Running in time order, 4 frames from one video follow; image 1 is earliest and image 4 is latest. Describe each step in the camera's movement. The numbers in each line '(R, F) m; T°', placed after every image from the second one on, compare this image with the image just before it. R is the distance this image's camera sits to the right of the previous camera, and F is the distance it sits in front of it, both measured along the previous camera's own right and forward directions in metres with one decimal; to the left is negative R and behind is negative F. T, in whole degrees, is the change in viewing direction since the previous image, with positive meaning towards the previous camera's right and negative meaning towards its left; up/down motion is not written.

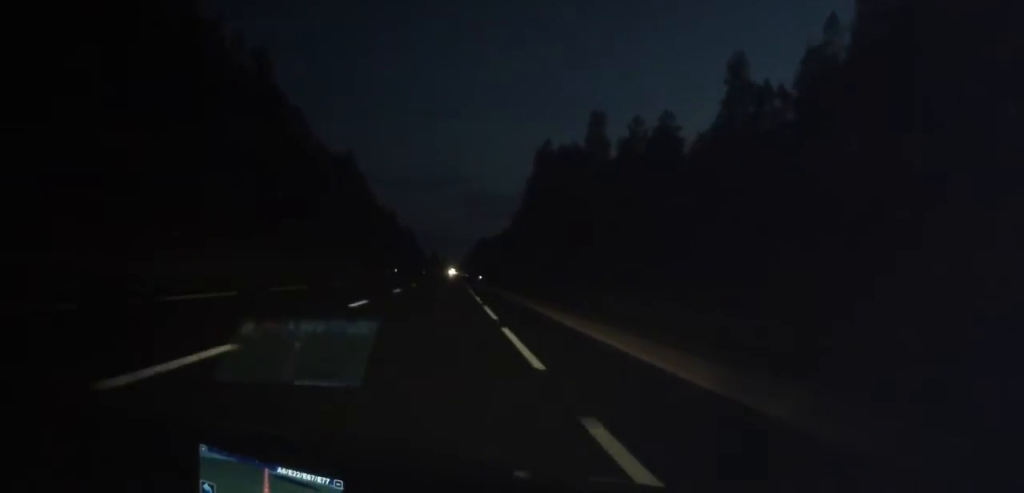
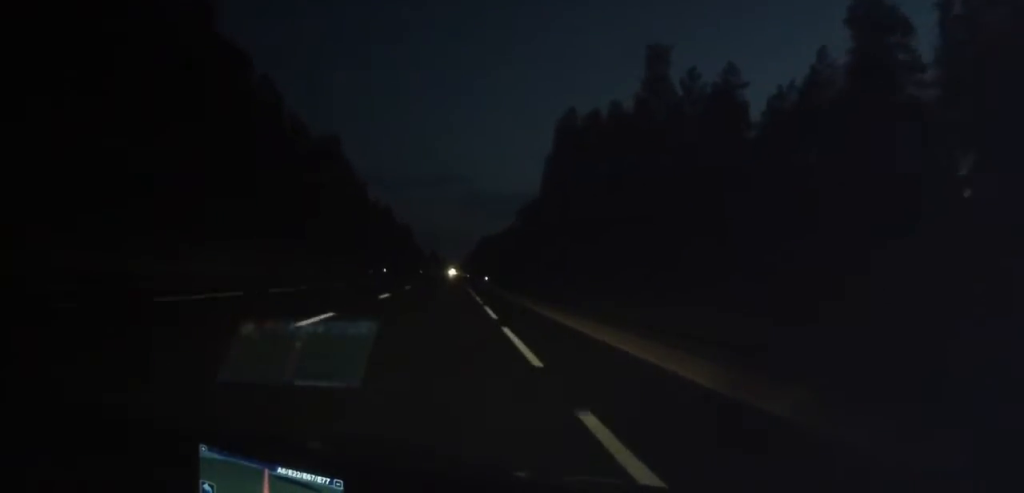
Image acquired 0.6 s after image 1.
(+0.1, +17.4) m; 0°
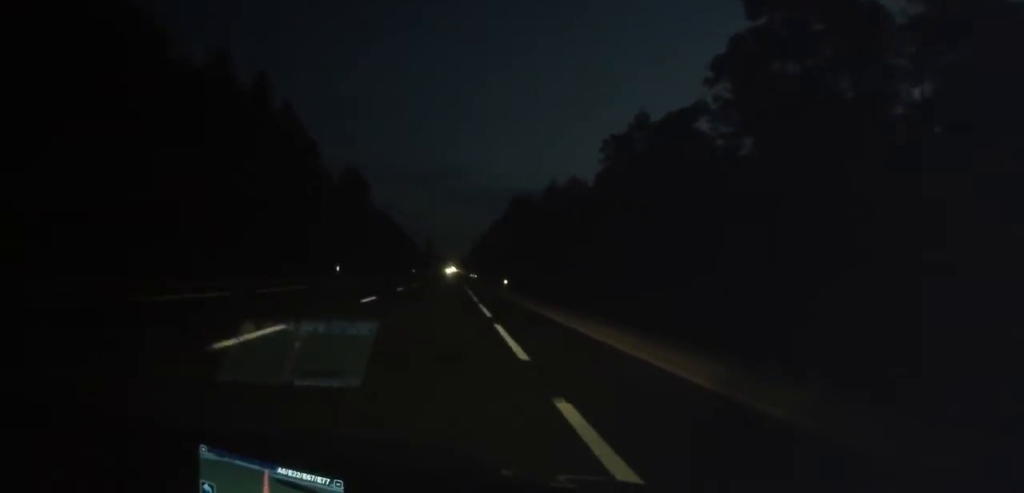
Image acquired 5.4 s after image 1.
(-1.7, +135.0) m; -1°
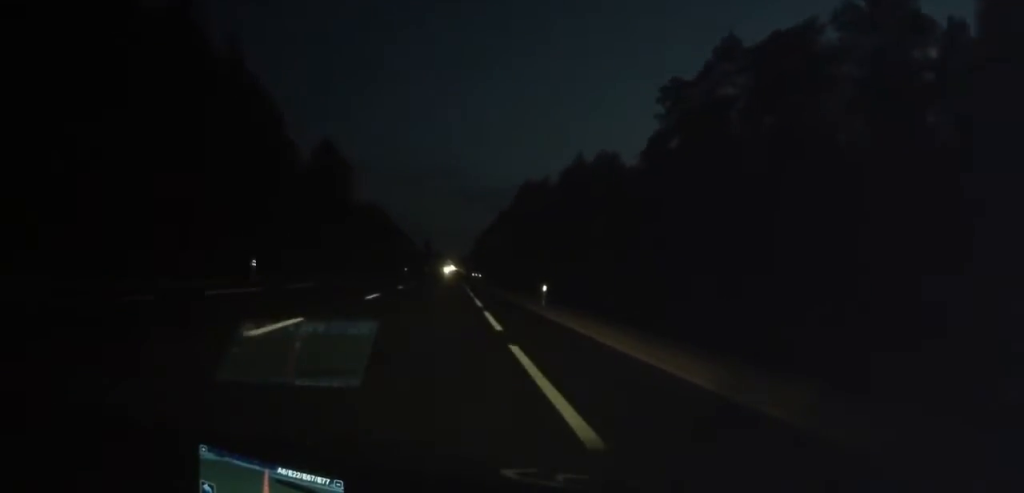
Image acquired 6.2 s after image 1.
(+0.4, +22.7) m; 0°
